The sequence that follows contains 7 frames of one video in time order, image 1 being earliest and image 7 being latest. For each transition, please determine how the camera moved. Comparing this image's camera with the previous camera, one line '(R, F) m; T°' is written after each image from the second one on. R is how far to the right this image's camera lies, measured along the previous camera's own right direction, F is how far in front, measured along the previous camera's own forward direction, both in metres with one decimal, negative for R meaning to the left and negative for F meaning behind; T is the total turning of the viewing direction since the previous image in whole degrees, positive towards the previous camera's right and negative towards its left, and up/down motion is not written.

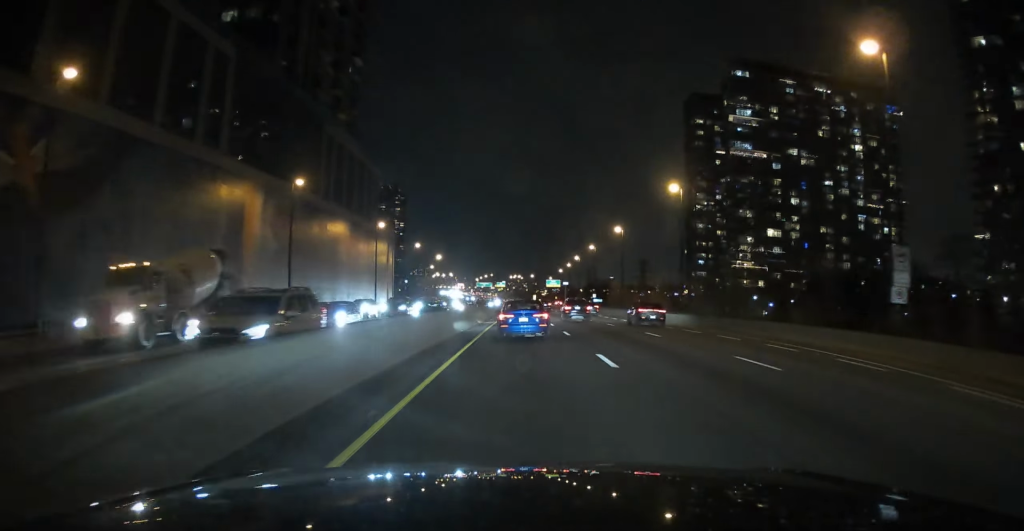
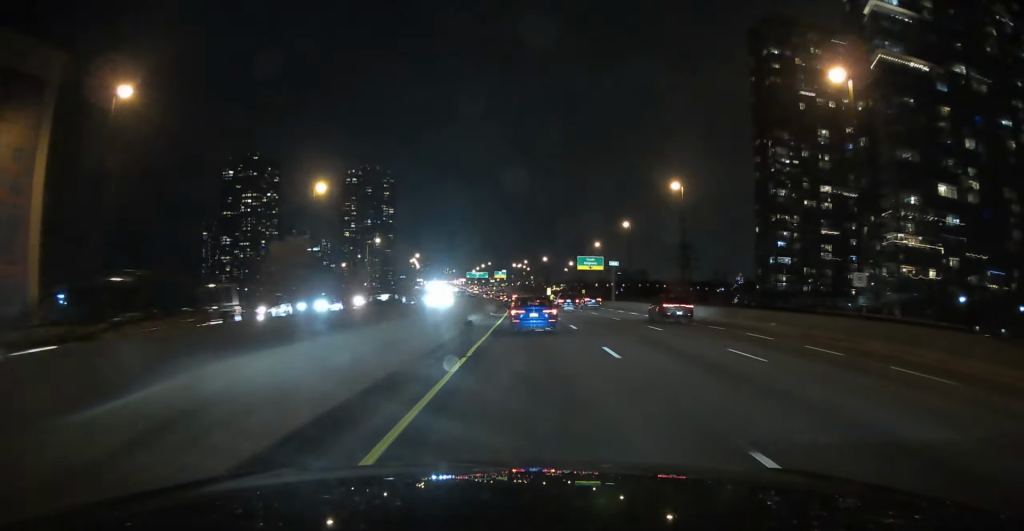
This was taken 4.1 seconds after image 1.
(-1.3, +99.1) m; -2°
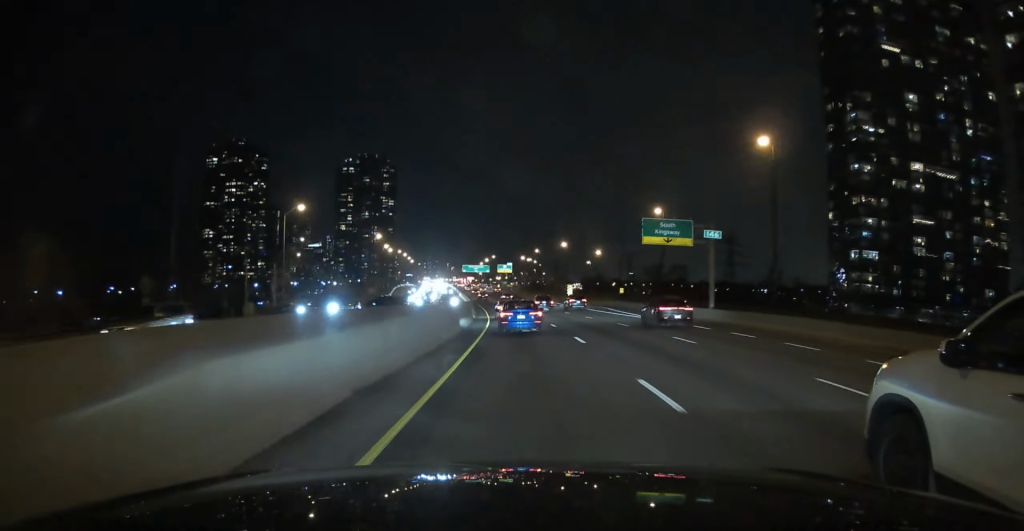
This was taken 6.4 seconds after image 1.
(-0.6, +55.2) m; -2°
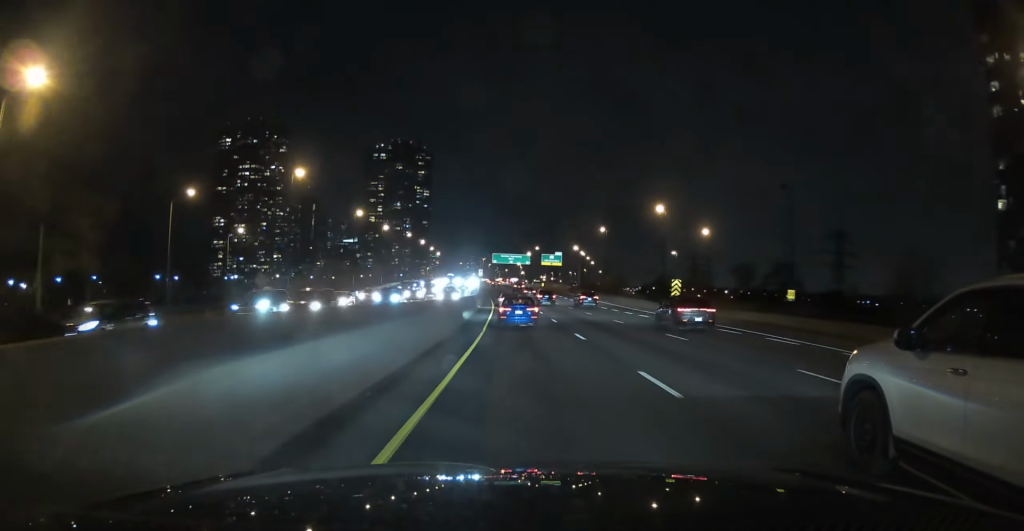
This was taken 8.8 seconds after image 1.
(-1.2, +60.8) m; -2°
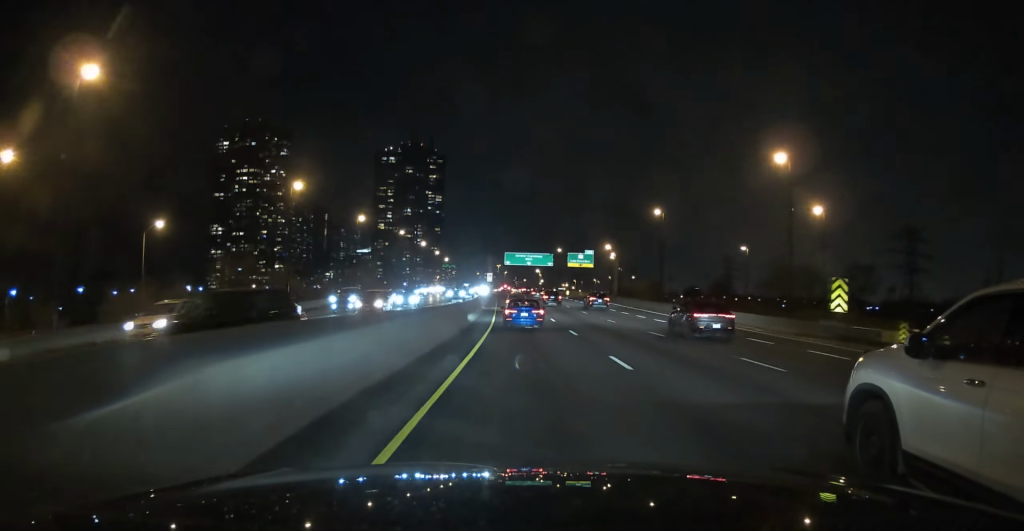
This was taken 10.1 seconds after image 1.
(-0.6, +32.5) m; -1°
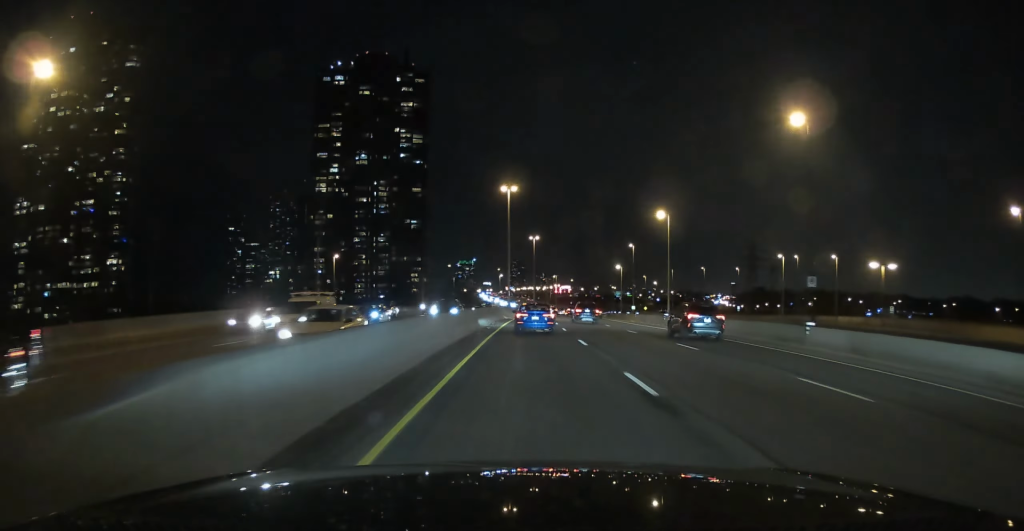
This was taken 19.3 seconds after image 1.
(-5.8, +228.9) m; -1°
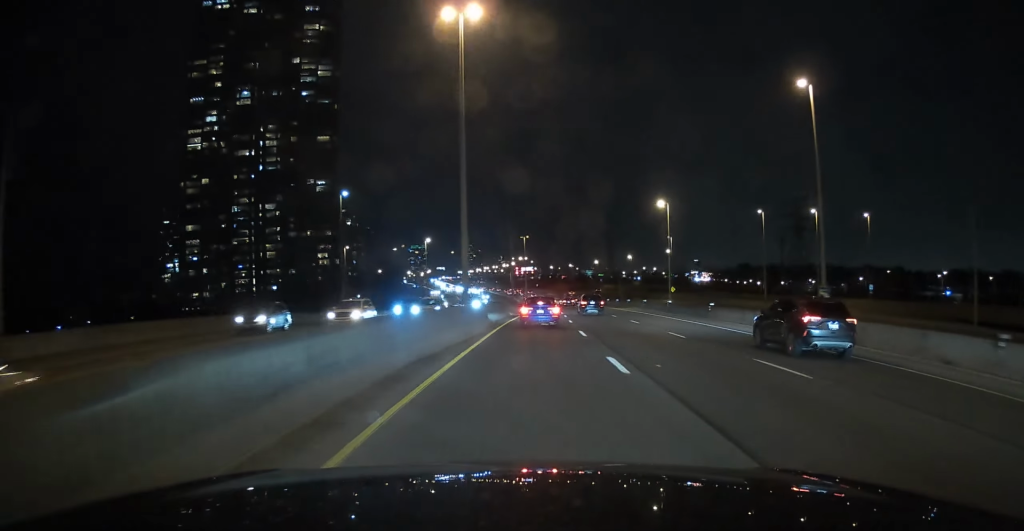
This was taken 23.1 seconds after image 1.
(+1.9, +94.5) m; +3°
